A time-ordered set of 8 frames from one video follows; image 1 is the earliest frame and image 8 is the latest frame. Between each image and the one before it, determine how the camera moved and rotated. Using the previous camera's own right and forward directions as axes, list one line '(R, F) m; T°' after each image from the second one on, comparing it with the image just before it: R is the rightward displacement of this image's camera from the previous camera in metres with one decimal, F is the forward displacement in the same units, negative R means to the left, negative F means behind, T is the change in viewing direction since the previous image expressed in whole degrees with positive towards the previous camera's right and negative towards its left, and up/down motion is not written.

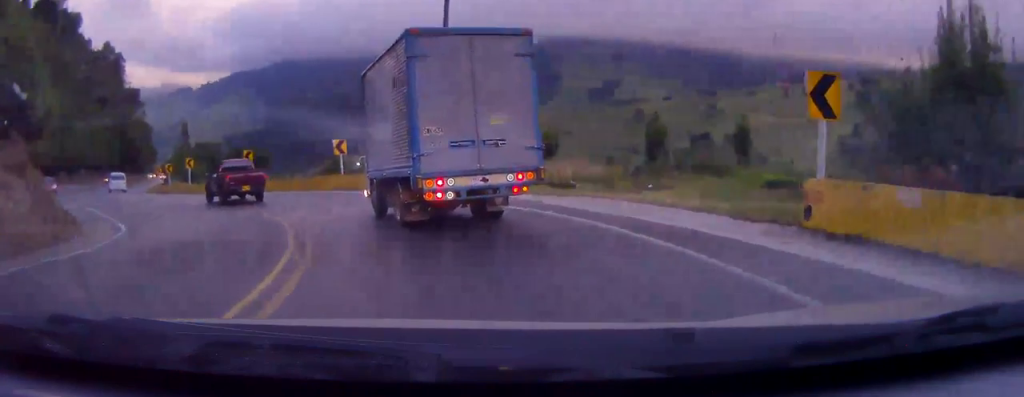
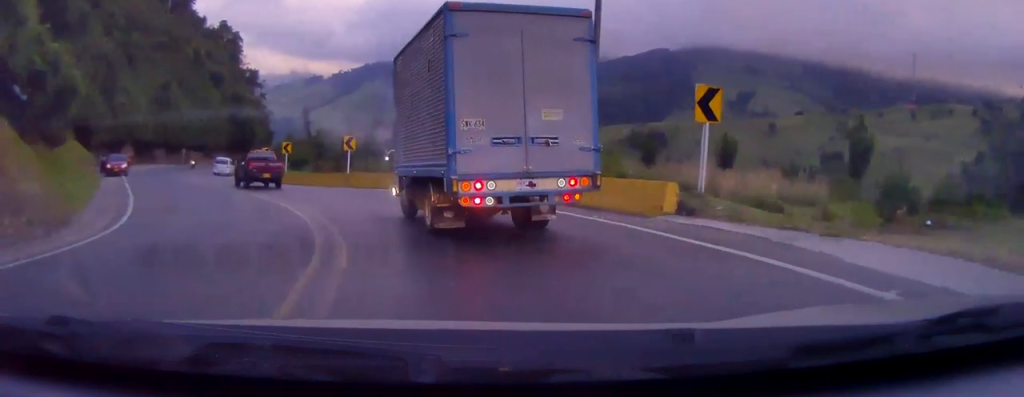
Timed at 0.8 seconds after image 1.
(0.0, +7.4) m; -4°
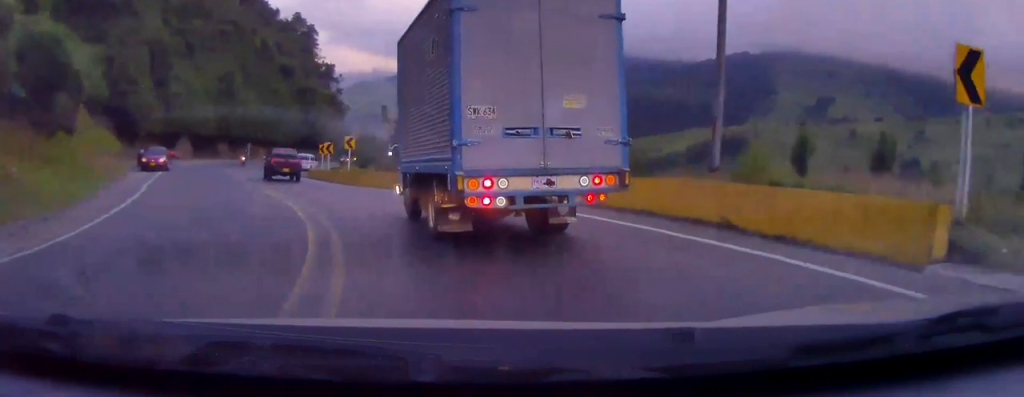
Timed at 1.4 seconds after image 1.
(+0.4, +5.8) m; -8°
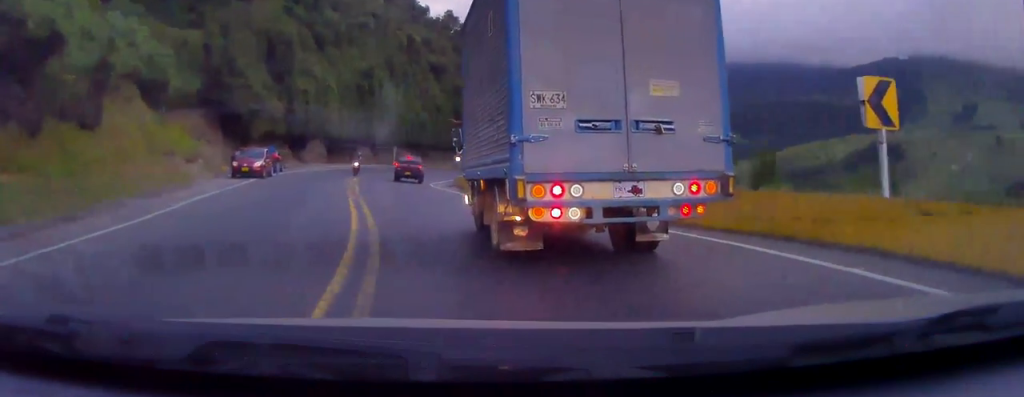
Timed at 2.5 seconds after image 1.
(-1.9, +8.7) m; -14°
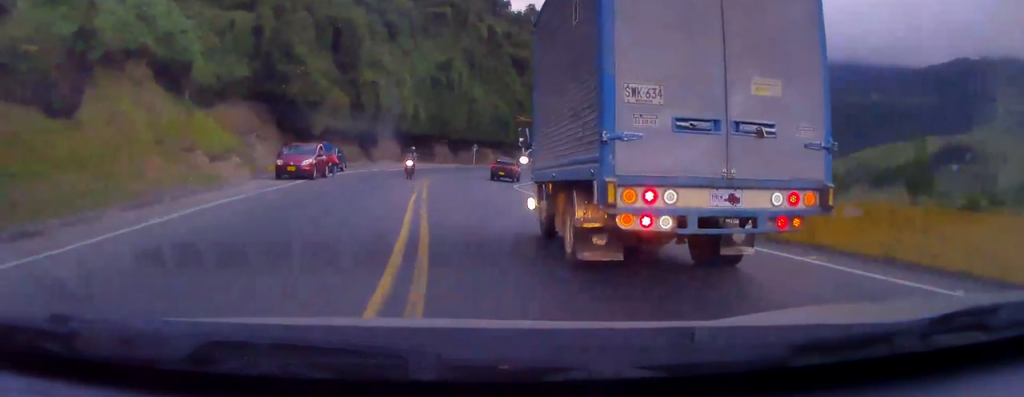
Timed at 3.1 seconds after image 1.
(-0.1, +5.3) m; -2°
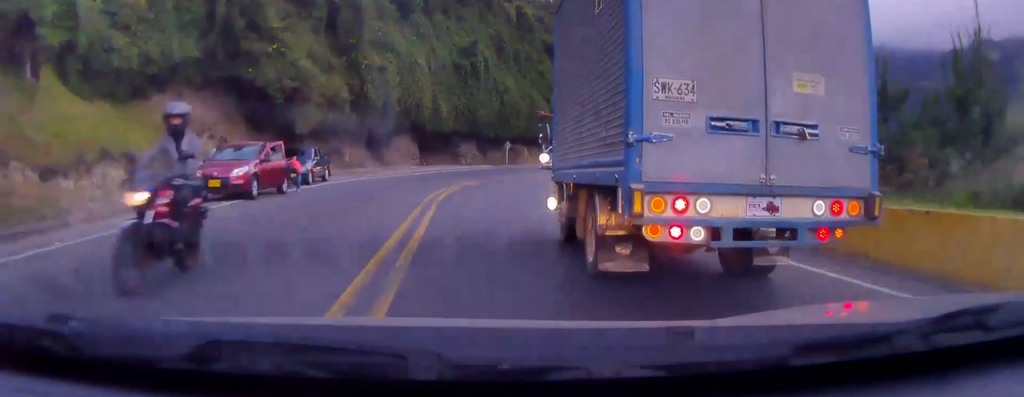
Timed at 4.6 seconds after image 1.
(-0.5, +10.6) m; -8°
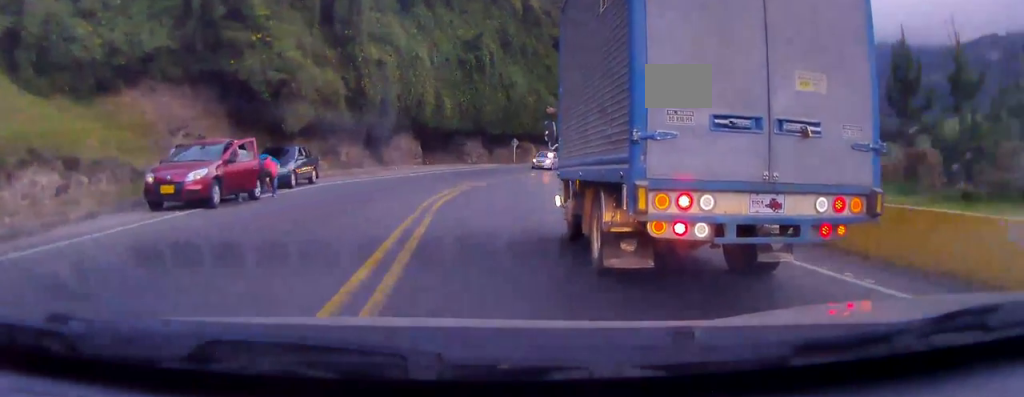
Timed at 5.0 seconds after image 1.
(-0.2, +3.1) m; +1°
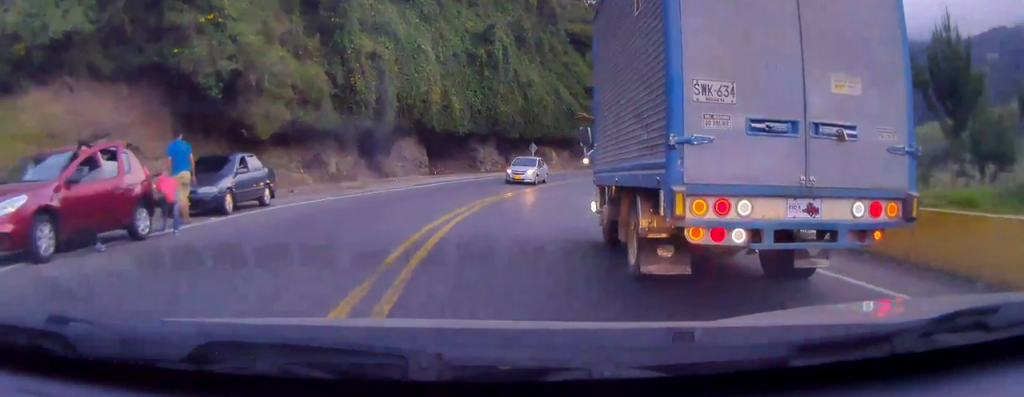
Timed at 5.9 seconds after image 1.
(+0.1, +6.9) m; +2°
